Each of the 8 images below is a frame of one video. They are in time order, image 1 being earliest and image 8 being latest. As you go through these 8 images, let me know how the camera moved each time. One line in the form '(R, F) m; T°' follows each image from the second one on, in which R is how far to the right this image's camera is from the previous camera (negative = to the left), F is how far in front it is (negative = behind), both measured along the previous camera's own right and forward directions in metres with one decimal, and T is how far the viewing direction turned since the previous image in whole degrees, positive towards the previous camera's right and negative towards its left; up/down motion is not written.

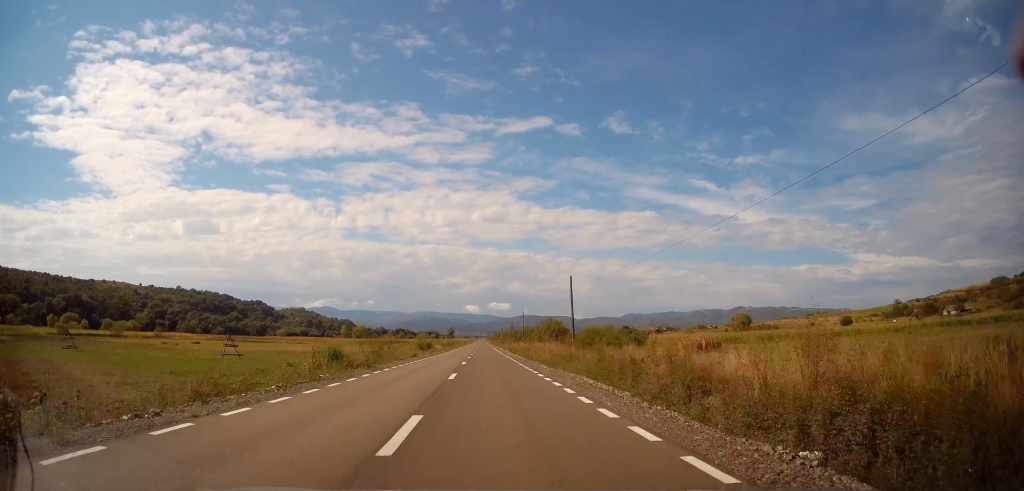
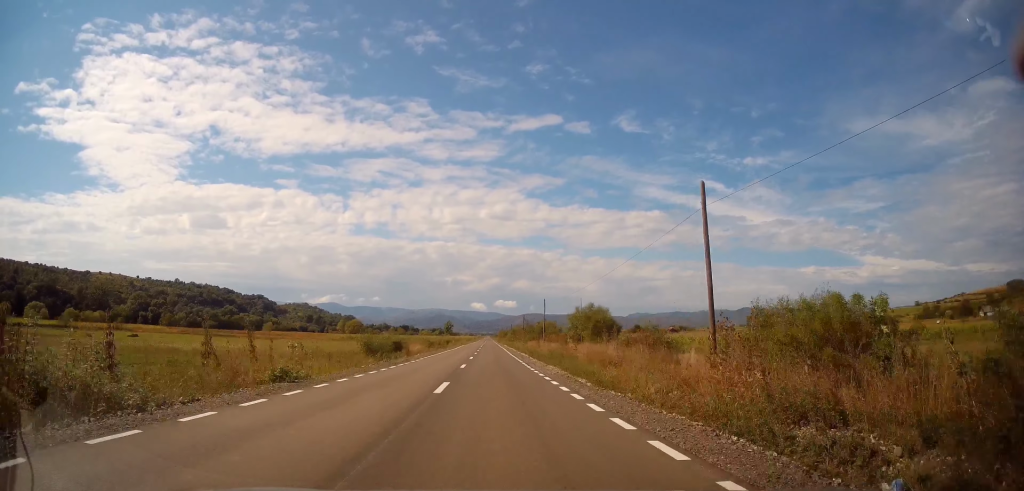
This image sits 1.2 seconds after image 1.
(+0.6, +28.0) m; 0°
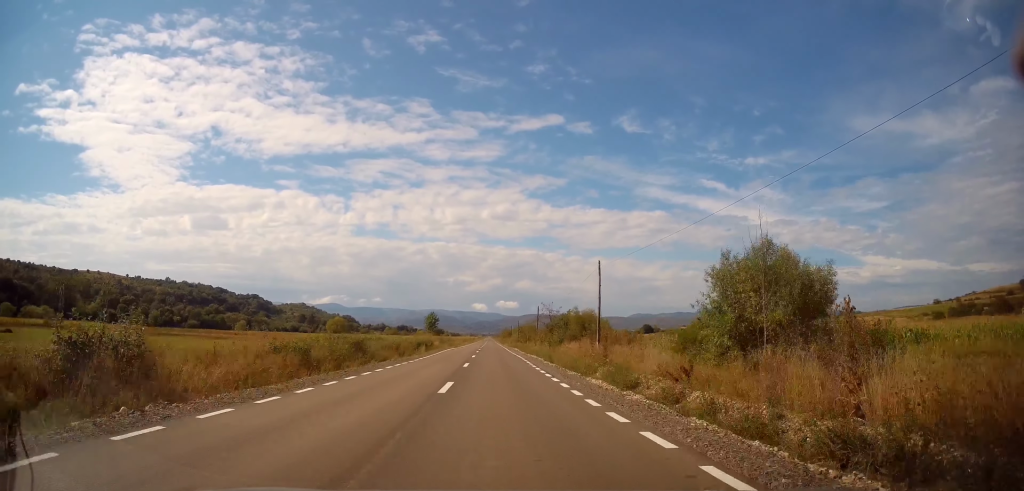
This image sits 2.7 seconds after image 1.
(-0.8, +34.5) m; -1°
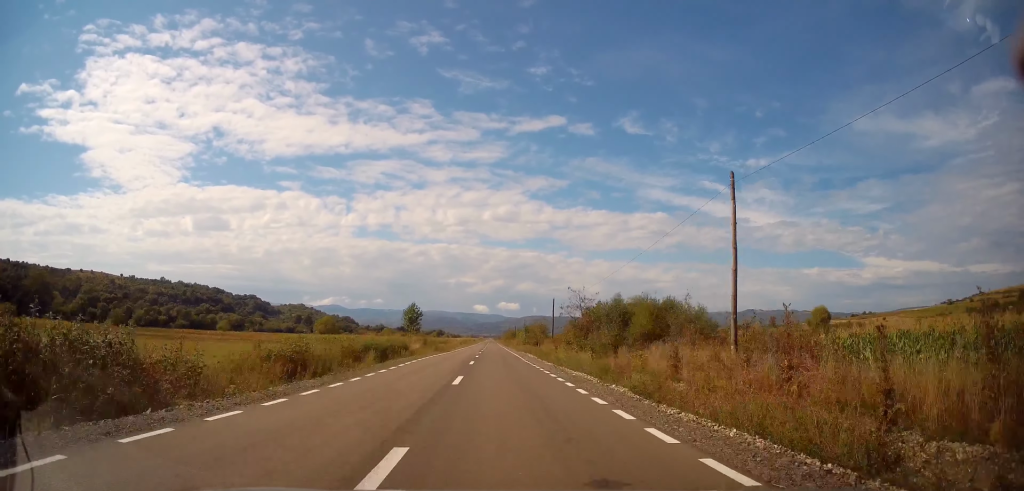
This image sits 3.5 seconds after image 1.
(+0.7, +20.5) m; +1°
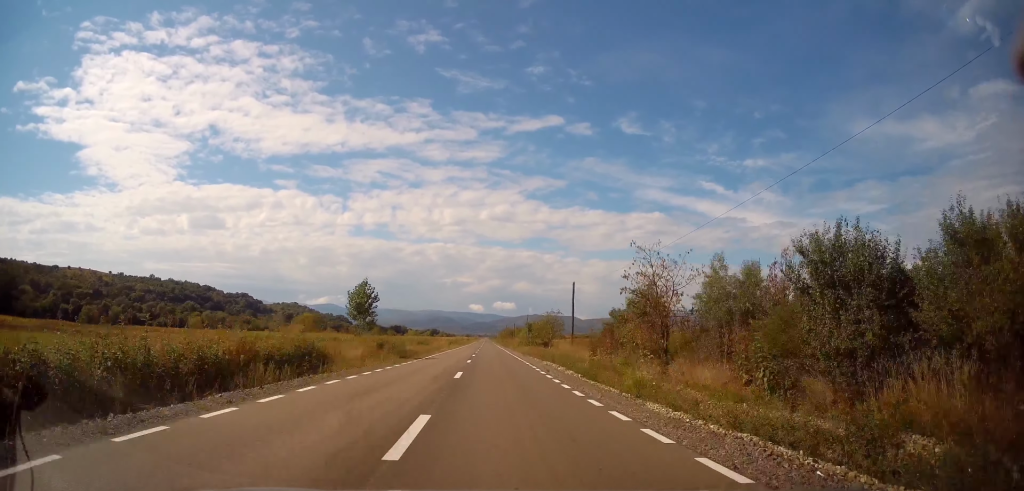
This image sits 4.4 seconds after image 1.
(-0.2, +20.5) m; -1°
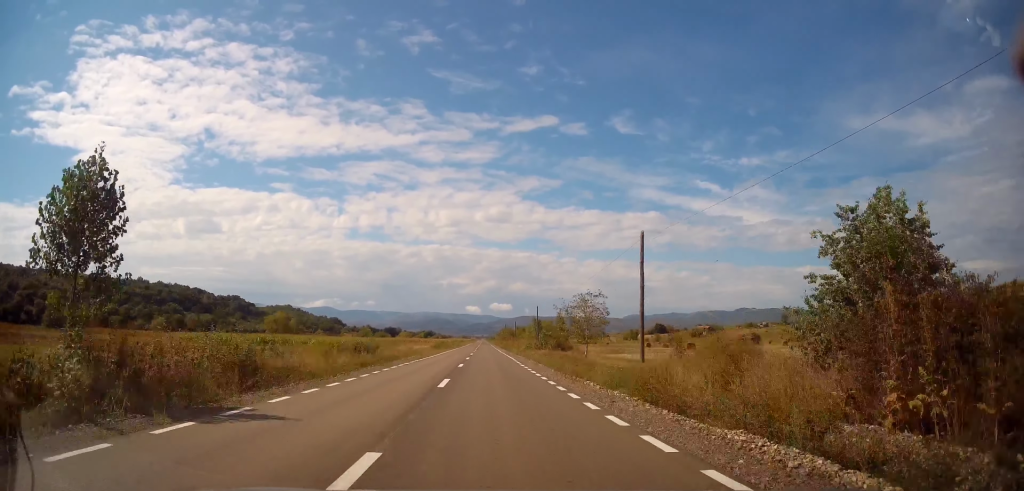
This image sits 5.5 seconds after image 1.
(-0.1, +25.4) m; +1°
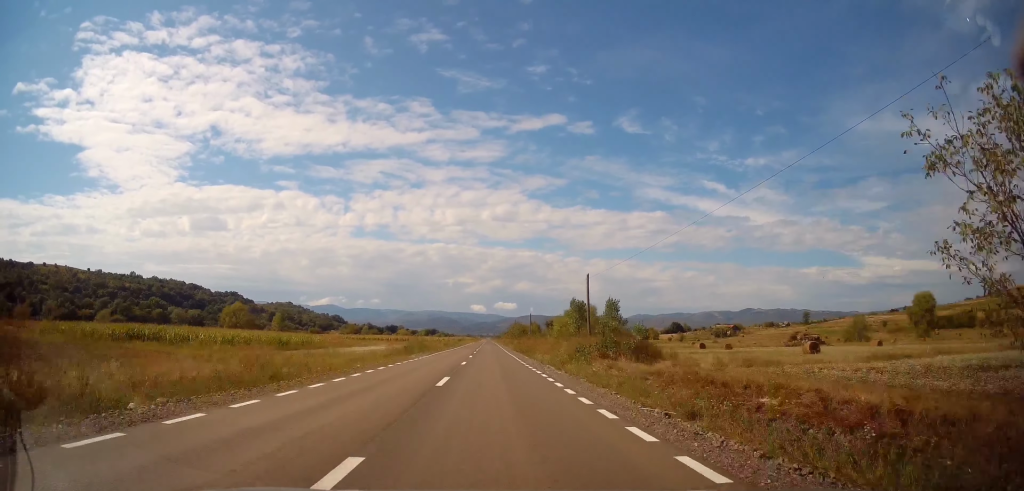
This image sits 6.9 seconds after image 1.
(+0.1, +34.6) m; -1°
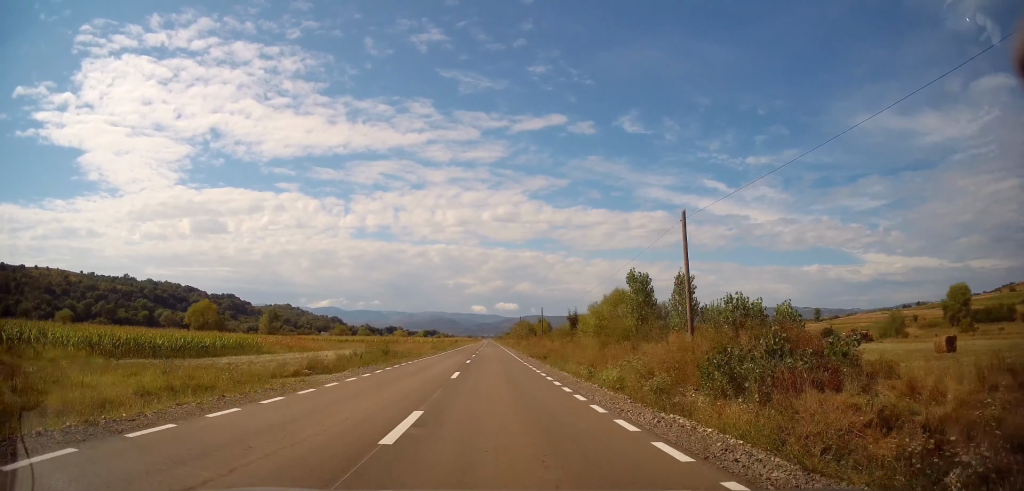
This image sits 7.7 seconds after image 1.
(-0.4, +19.5) m; 0°
